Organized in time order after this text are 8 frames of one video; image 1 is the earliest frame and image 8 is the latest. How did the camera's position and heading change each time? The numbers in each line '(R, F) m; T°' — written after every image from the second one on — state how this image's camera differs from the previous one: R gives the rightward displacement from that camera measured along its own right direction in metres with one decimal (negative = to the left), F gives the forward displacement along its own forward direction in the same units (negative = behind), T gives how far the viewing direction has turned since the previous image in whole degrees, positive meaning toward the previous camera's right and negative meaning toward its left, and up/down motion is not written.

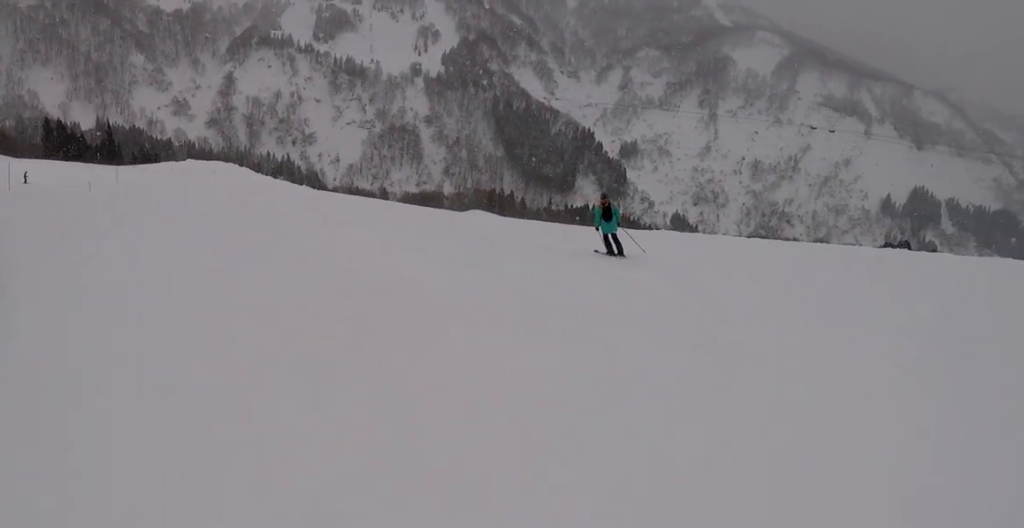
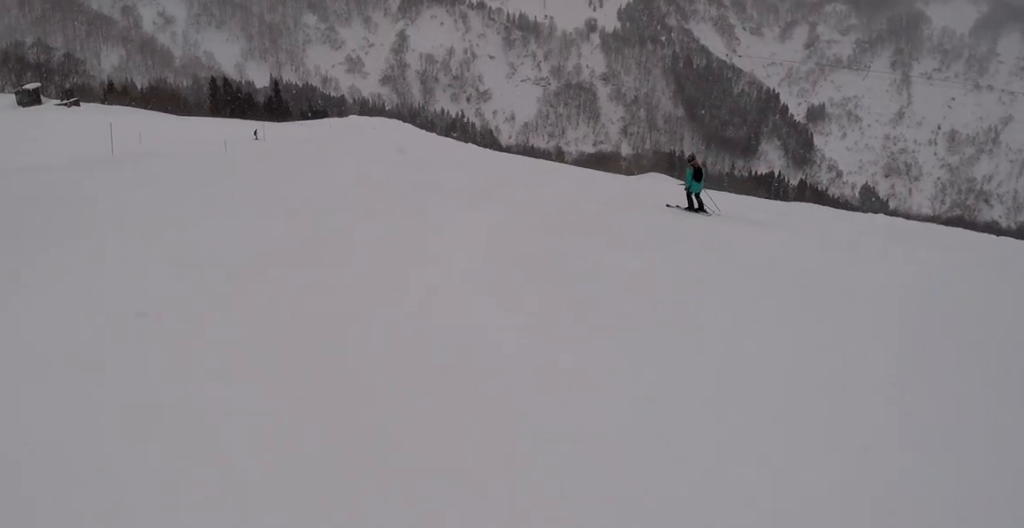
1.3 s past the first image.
(-1.1, +6.2) m; -17°
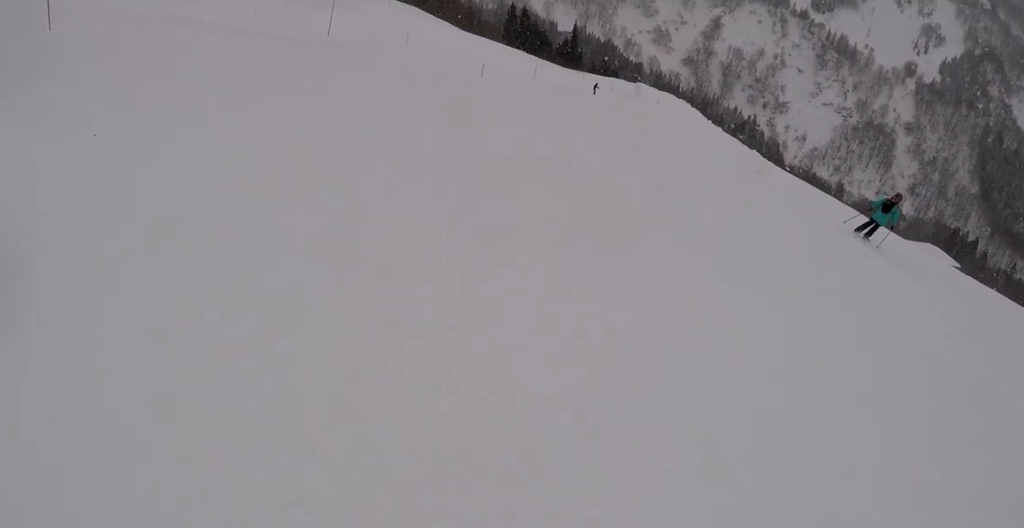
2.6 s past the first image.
(-0.1, +7.0) m; +3°
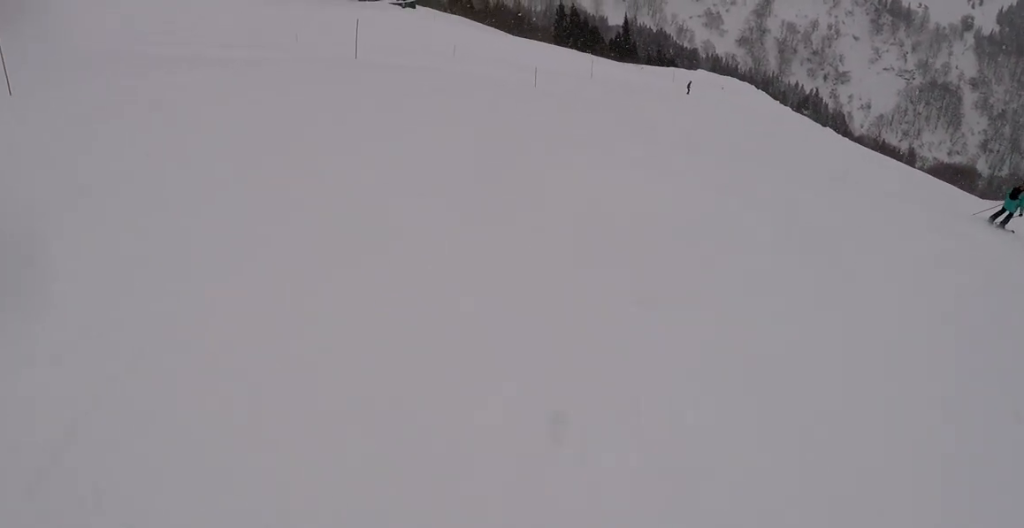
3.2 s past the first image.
(-0.2, +3.8) m; +9°
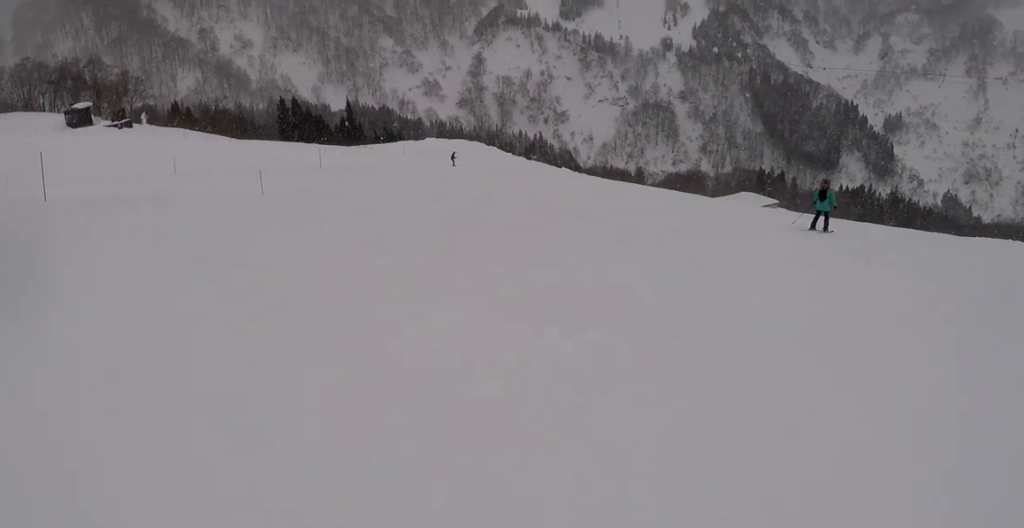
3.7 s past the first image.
(+0.6, +3.4) m; +2°
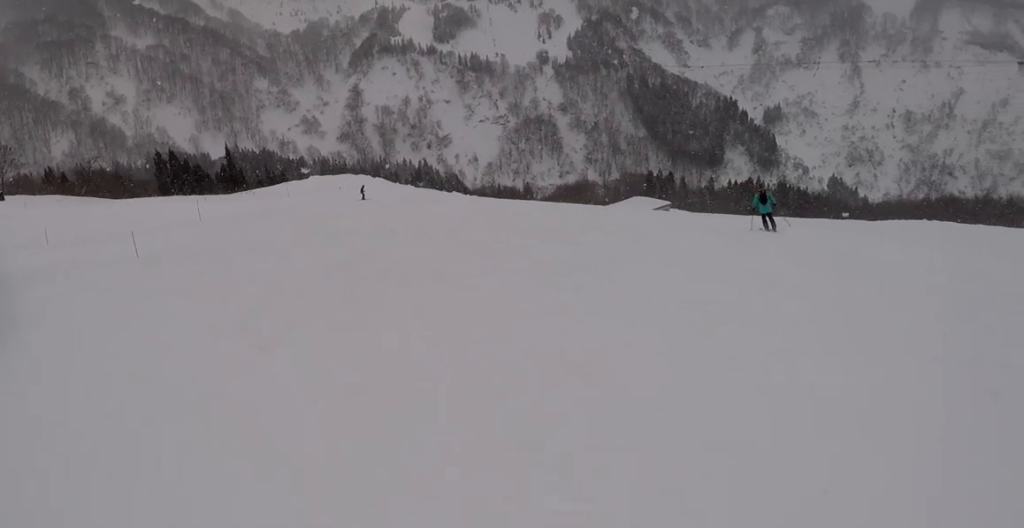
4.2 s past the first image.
(+0.6, +2.5) m; 0°
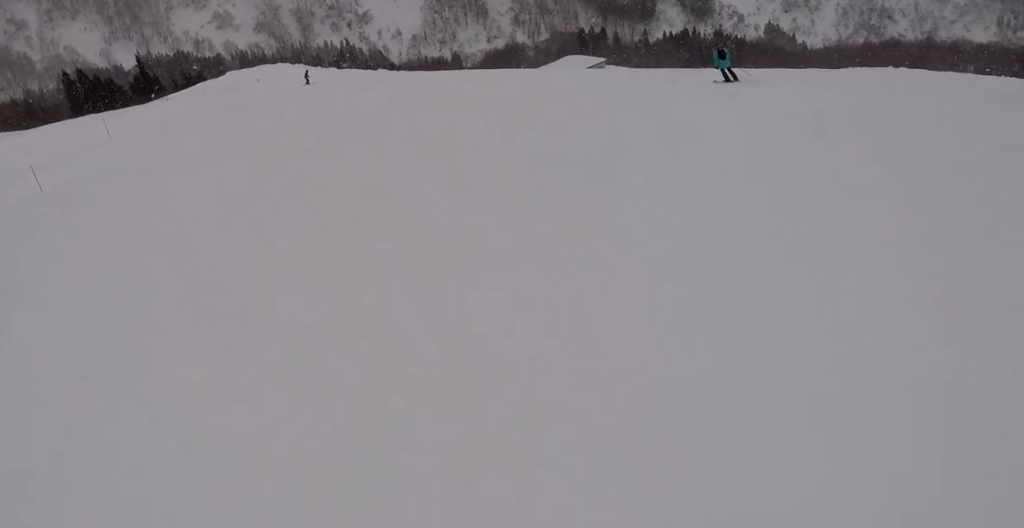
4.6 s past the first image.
(-0.2, +2.5) m; -4°
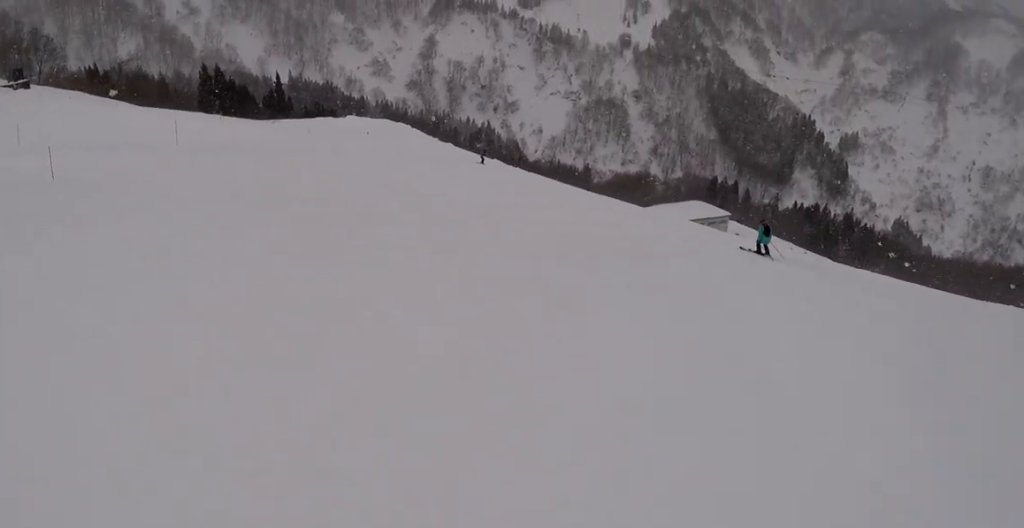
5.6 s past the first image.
(-1.2, +6.6) m; -11°
